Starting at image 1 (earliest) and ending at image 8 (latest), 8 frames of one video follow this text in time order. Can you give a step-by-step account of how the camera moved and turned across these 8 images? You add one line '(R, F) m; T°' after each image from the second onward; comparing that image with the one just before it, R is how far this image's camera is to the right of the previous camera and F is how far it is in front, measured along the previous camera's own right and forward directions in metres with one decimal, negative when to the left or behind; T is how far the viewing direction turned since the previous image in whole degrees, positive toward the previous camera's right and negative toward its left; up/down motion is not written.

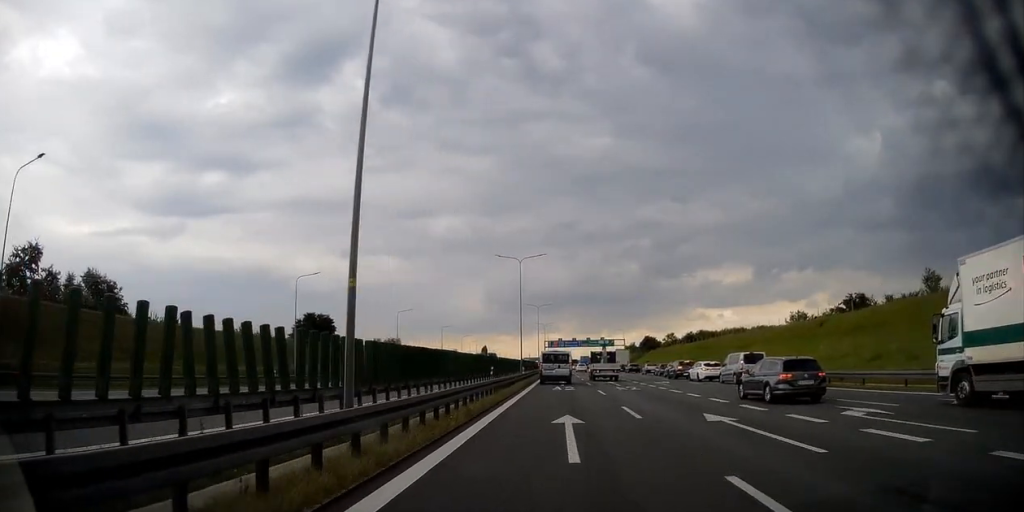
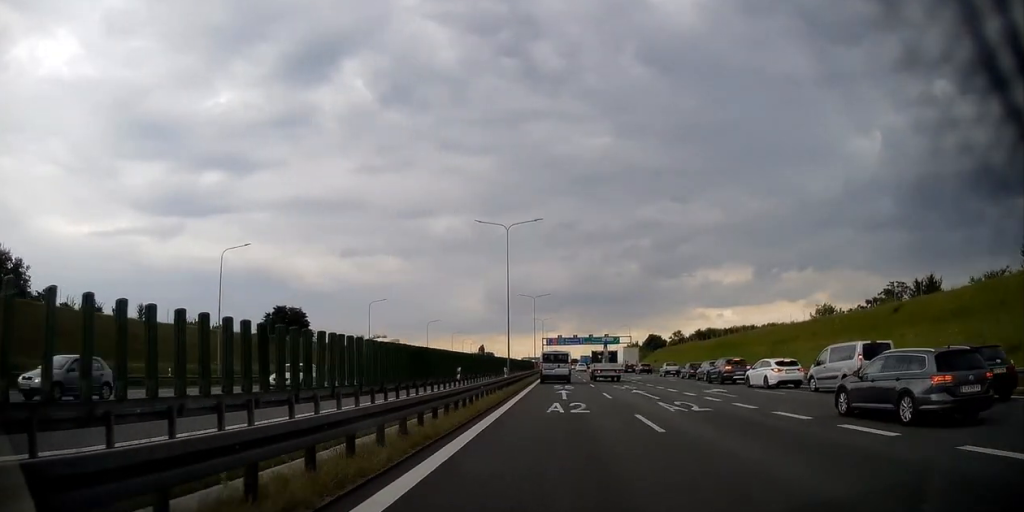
(0.0, +16.7) m; 0°
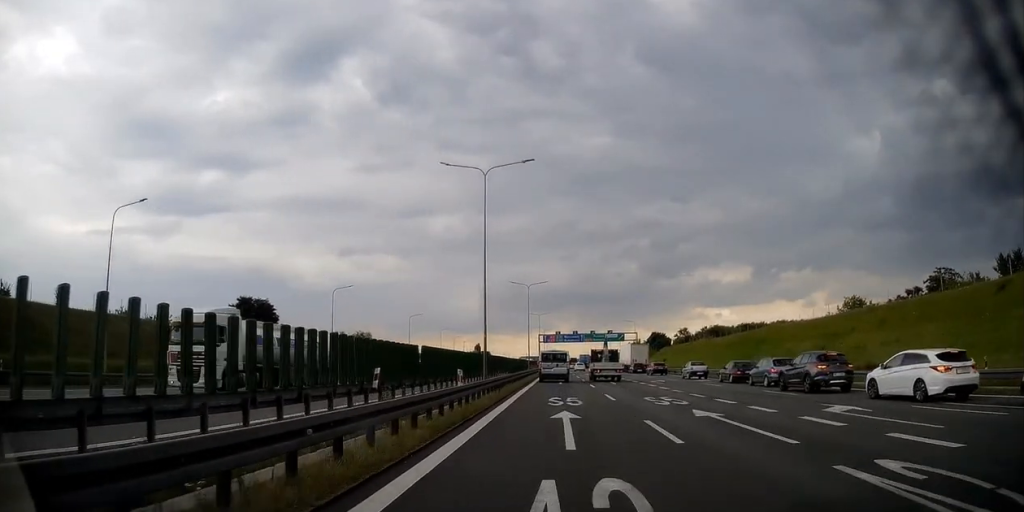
(0.0, +16.8) m; 0°
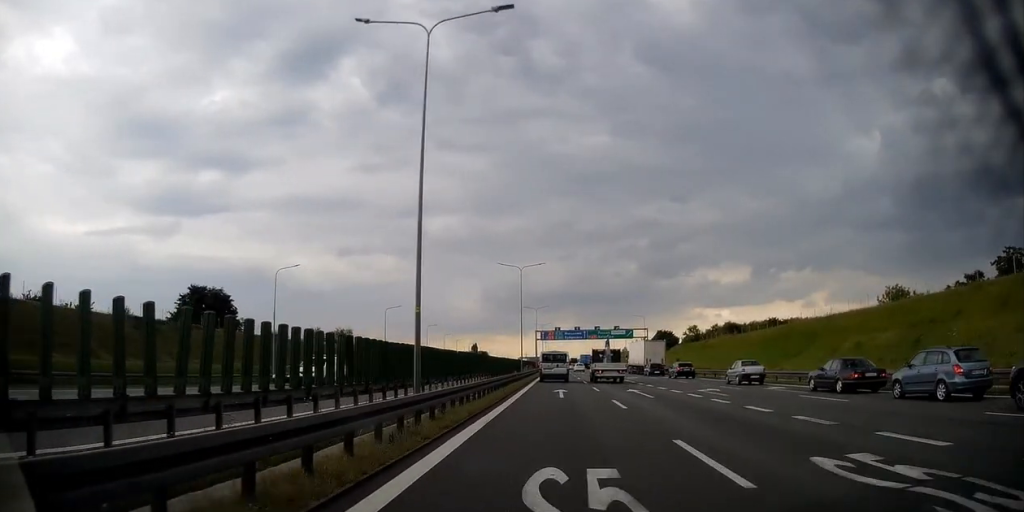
(0.0, +19.2) m; 0°
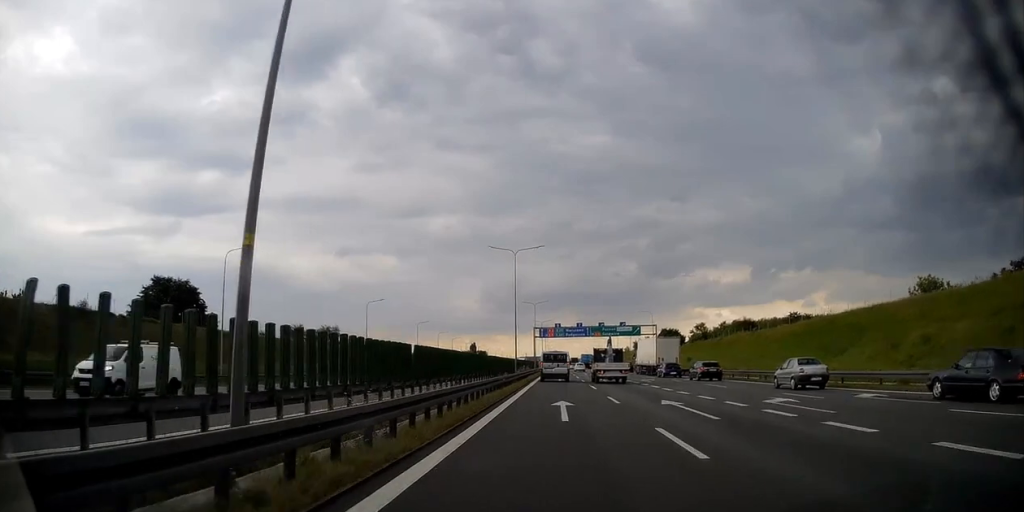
(-0.1, +12.2) m; 0°
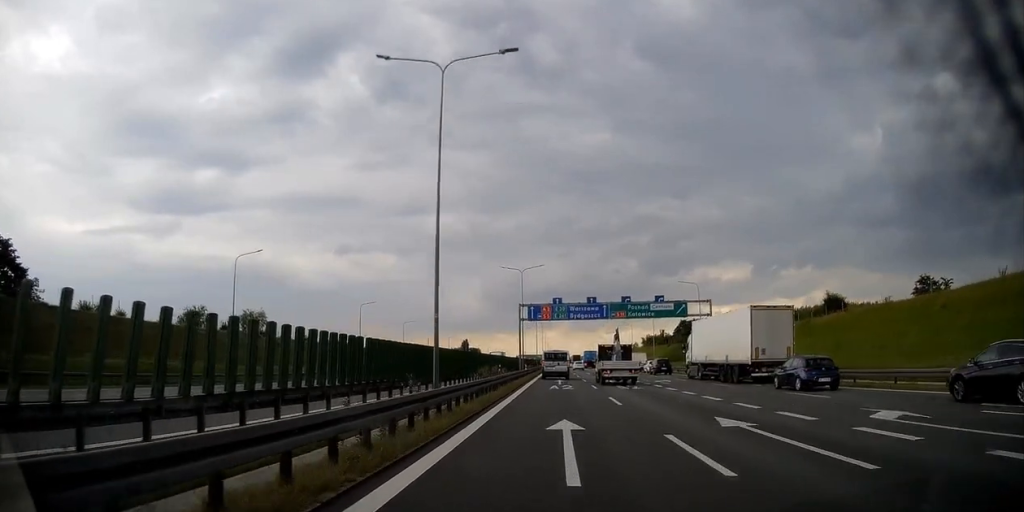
(+0.4, +38.2) m; 0°
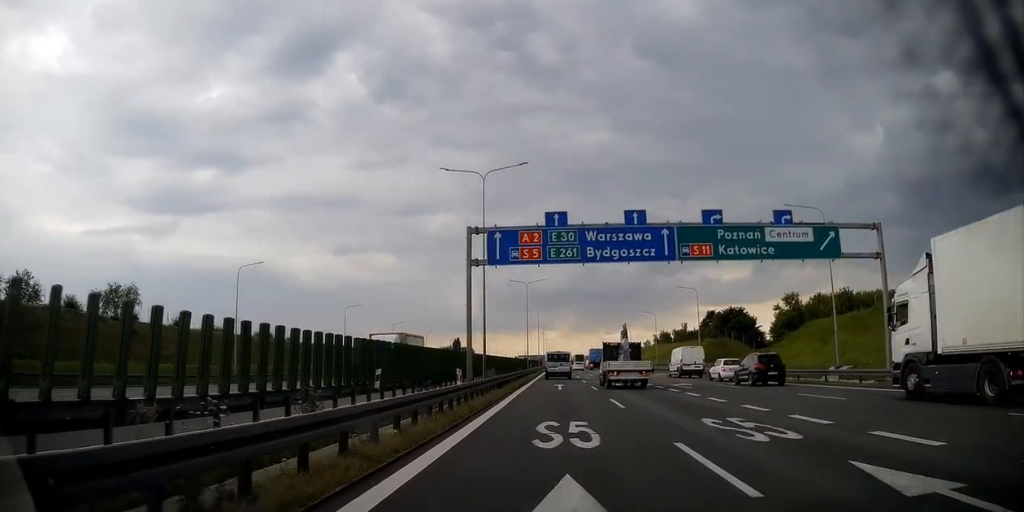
(-0.1, +32.0) m; 0°
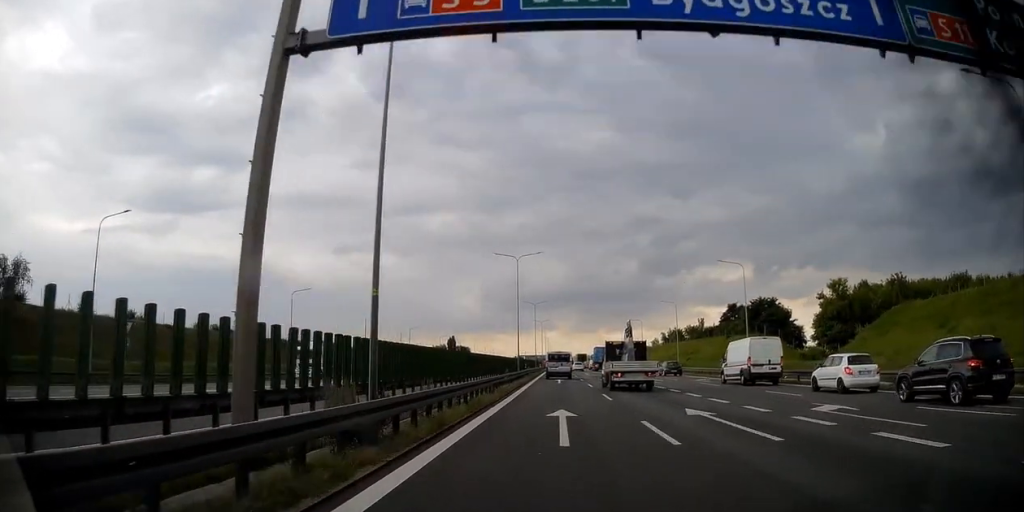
(+0.1, +19.5) m; 0°
